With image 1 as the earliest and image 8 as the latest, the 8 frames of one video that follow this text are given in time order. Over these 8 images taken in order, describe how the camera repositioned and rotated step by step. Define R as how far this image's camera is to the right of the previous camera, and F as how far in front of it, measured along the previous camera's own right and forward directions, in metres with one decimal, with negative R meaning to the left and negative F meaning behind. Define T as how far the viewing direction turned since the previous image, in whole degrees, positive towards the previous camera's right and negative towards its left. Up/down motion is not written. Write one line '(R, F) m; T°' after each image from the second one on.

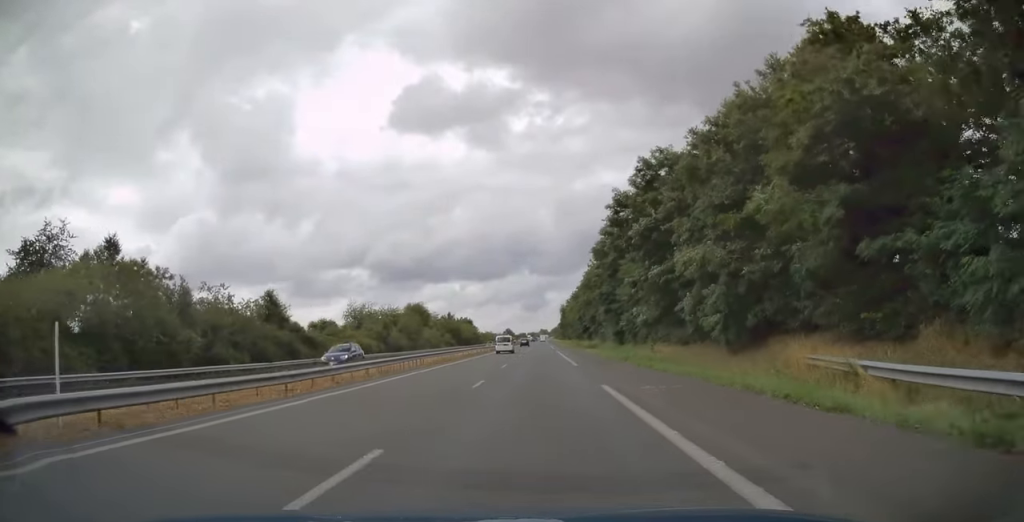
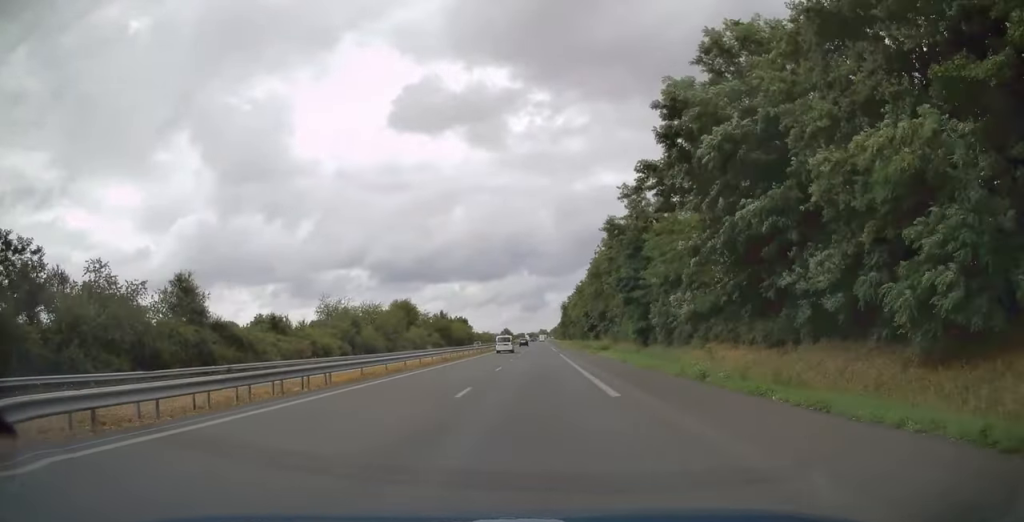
(-0.3, +16.0) m; 0°
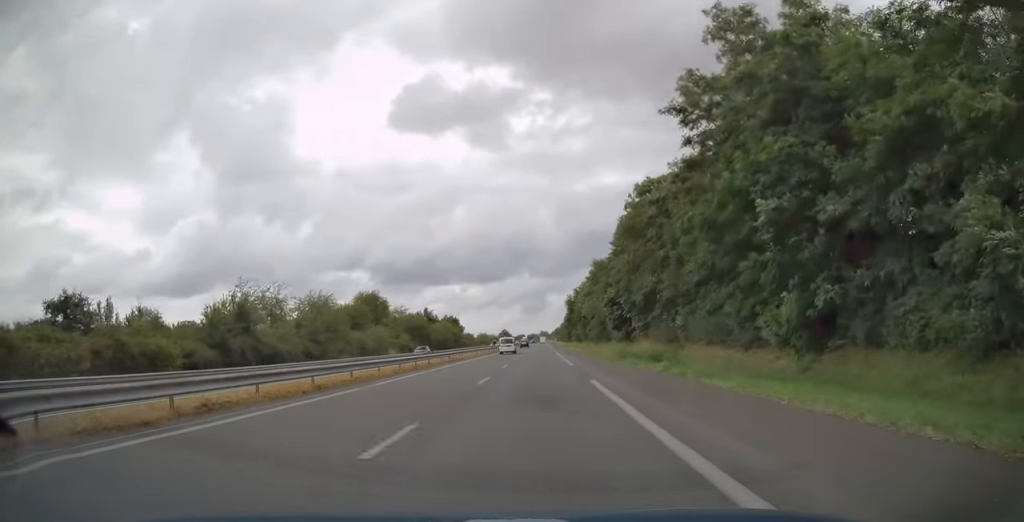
(0.0, +33.2) m; 0°
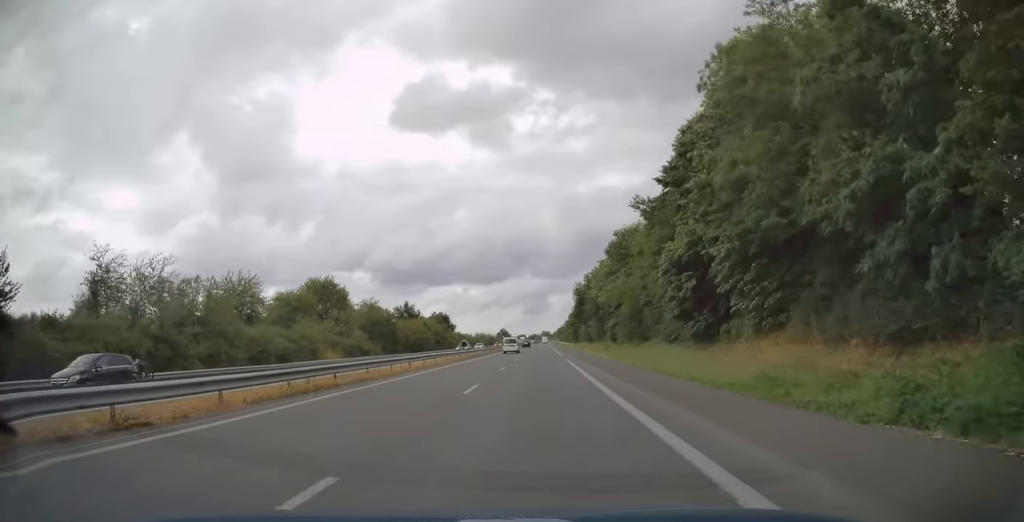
(0.0, +30.1) m; 0°
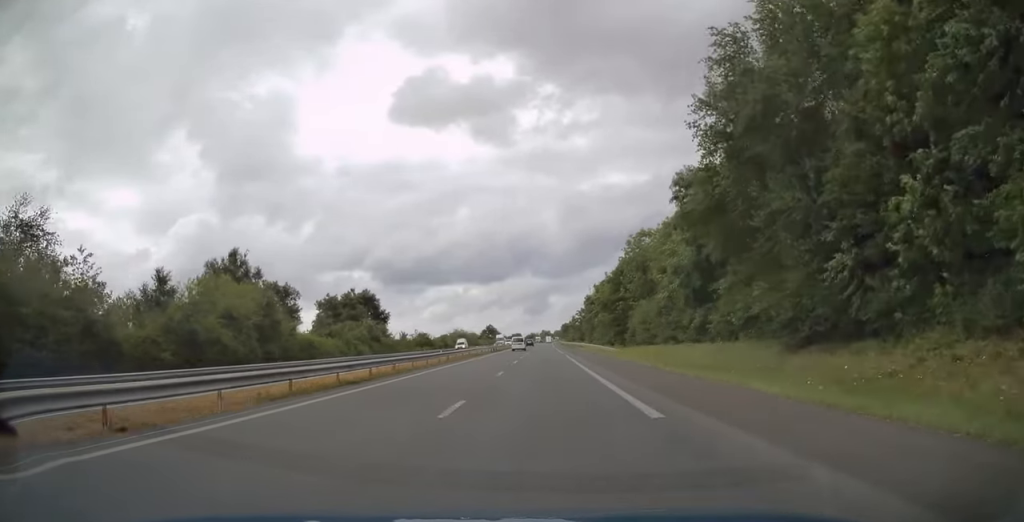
(0.0, +96.5) m; 0°
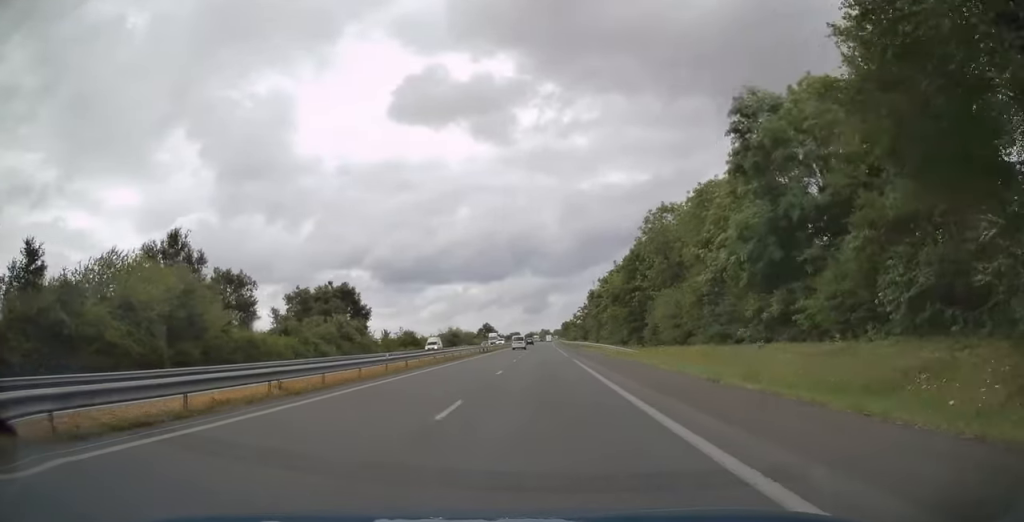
(0.0, +13.4) m; 0°
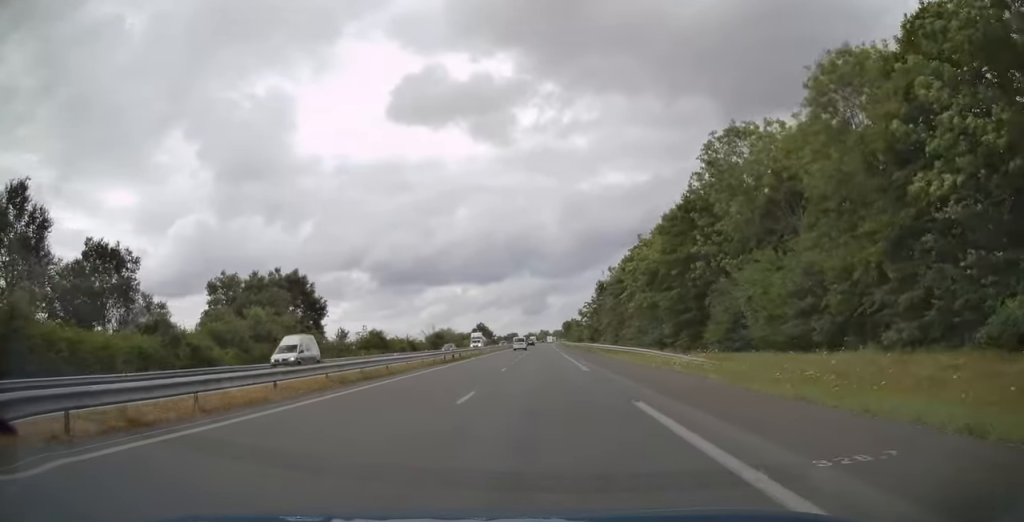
(0.0, +23.5) m; 0°
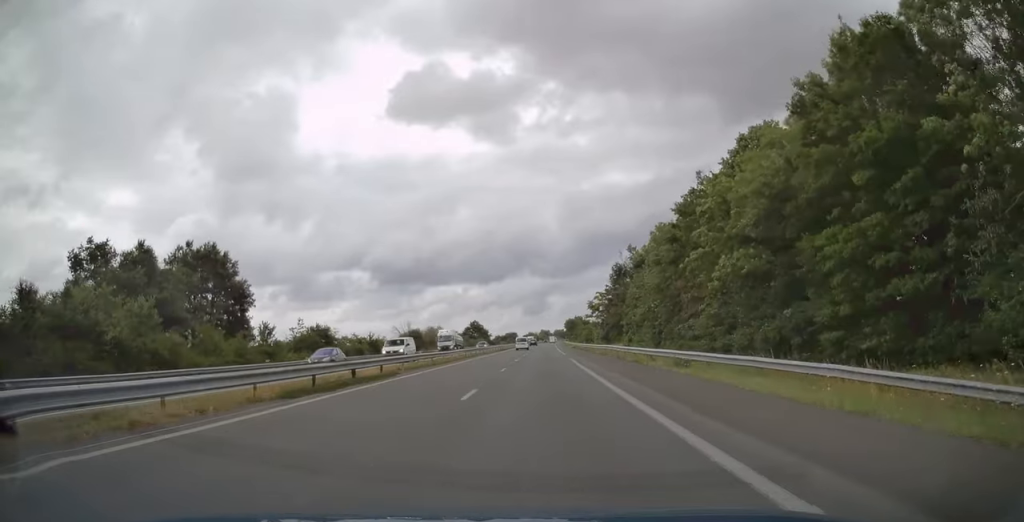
(0.0, +25.1) m; 0°
